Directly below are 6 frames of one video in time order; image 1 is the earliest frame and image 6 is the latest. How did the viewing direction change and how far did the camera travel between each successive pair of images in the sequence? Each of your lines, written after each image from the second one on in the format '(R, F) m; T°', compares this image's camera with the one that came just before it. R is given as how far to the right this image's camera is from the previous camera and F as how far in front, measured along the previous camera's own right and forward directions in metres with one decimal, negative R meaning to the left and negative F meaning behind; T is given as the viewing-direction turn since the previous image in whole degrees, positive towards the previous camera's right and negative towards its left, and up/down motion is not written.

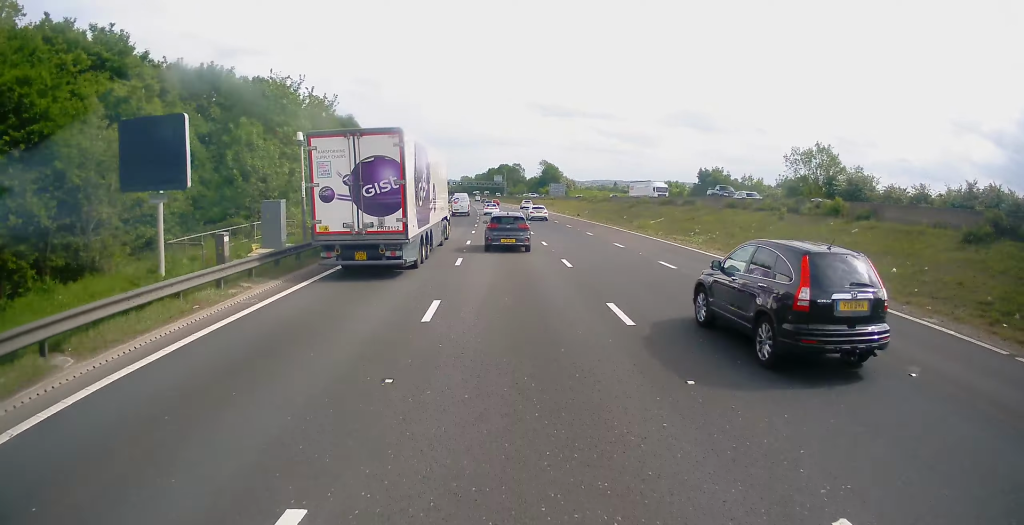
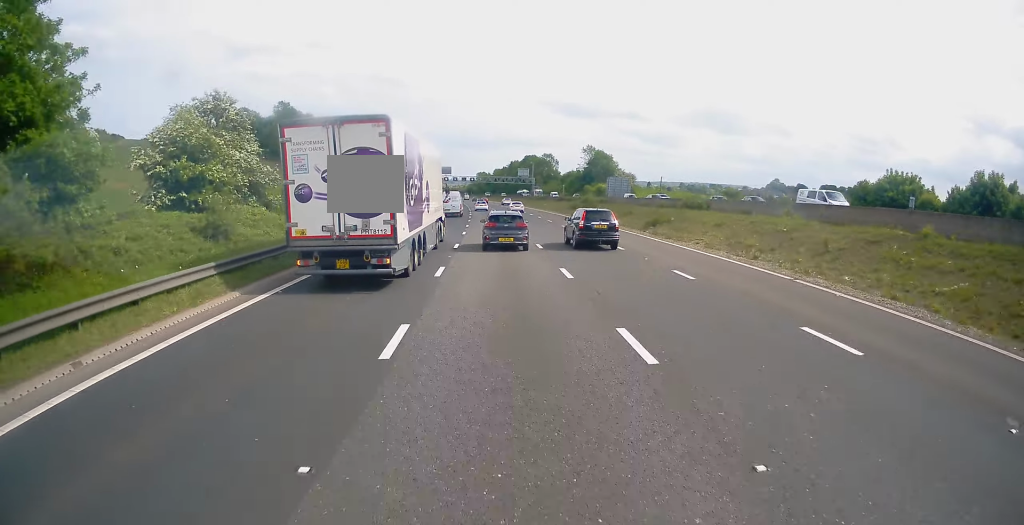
(-1.6, +87.8) m; -2°
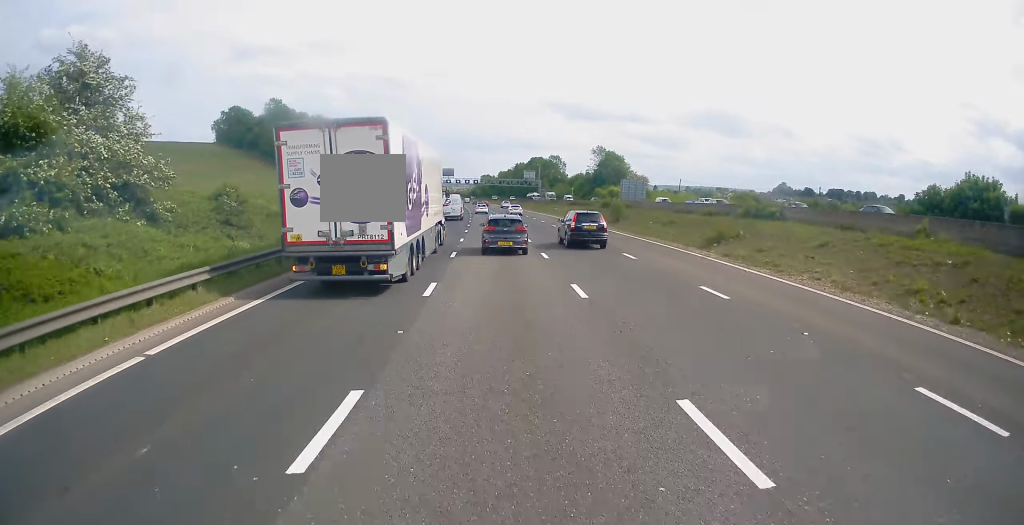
(0.0, +11.5) m; 0°
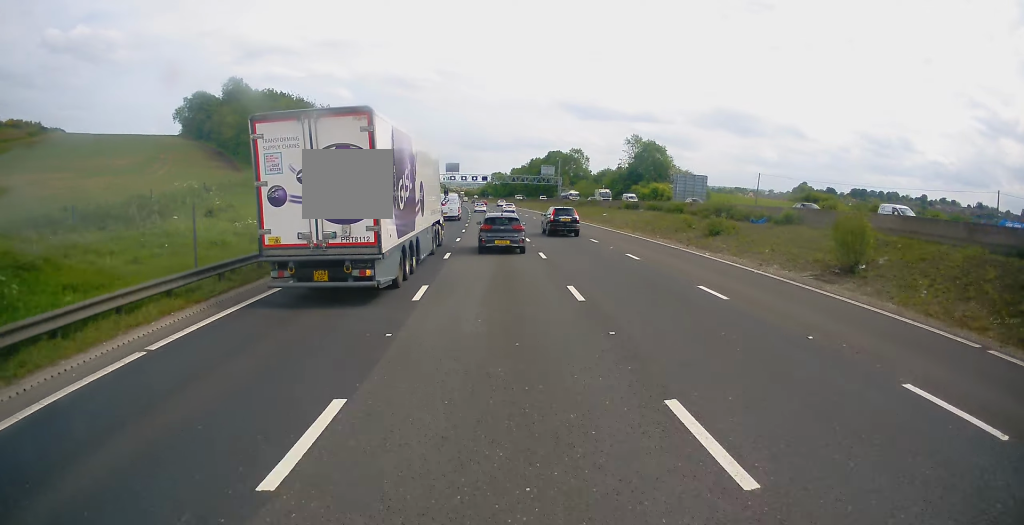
(-0.4, +34.8) m; -2°
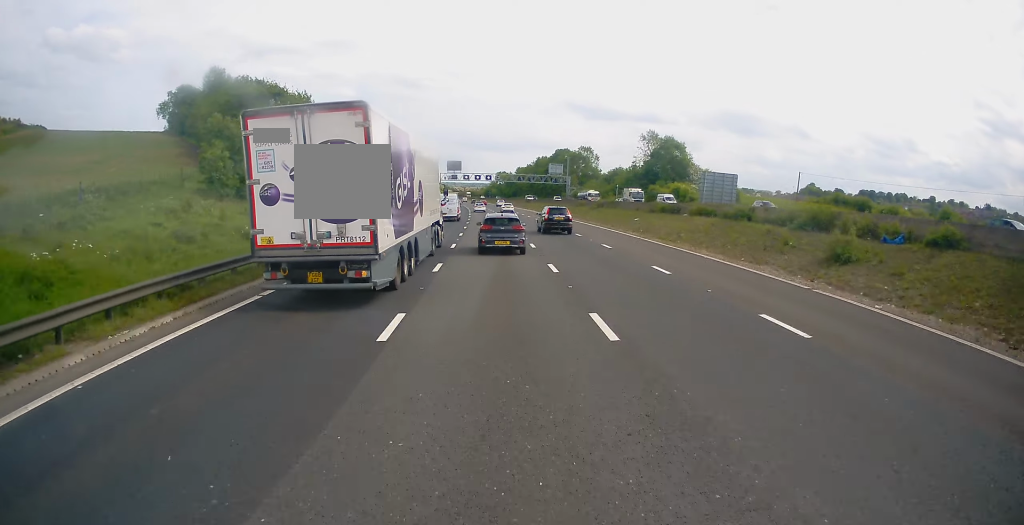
(-0.2, +12.2) m; -1°
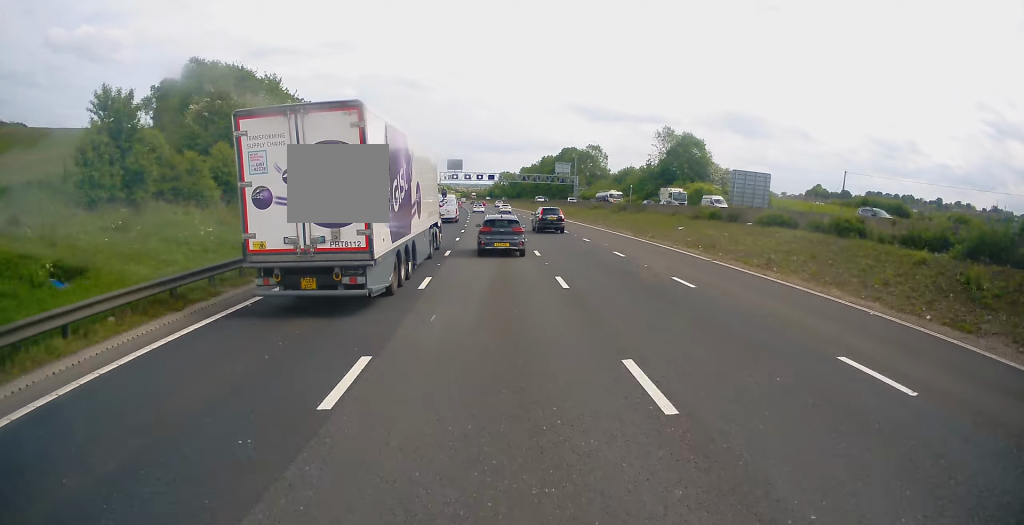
(-0.1, +11.3) m; 0°
